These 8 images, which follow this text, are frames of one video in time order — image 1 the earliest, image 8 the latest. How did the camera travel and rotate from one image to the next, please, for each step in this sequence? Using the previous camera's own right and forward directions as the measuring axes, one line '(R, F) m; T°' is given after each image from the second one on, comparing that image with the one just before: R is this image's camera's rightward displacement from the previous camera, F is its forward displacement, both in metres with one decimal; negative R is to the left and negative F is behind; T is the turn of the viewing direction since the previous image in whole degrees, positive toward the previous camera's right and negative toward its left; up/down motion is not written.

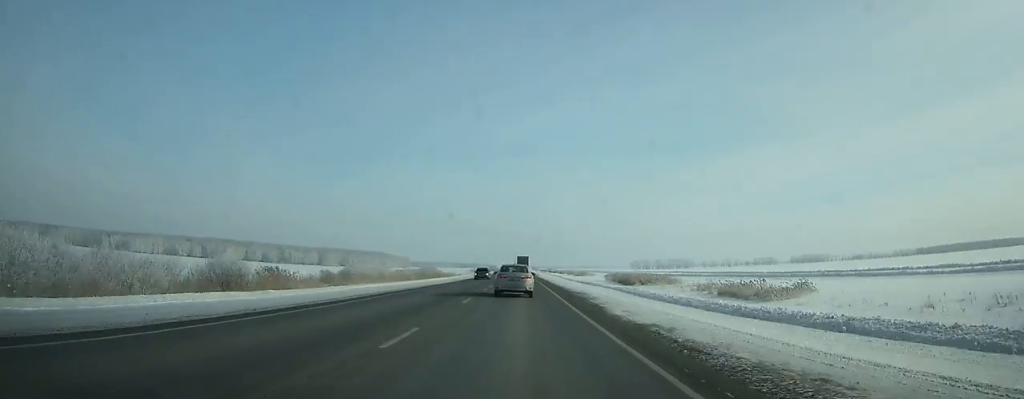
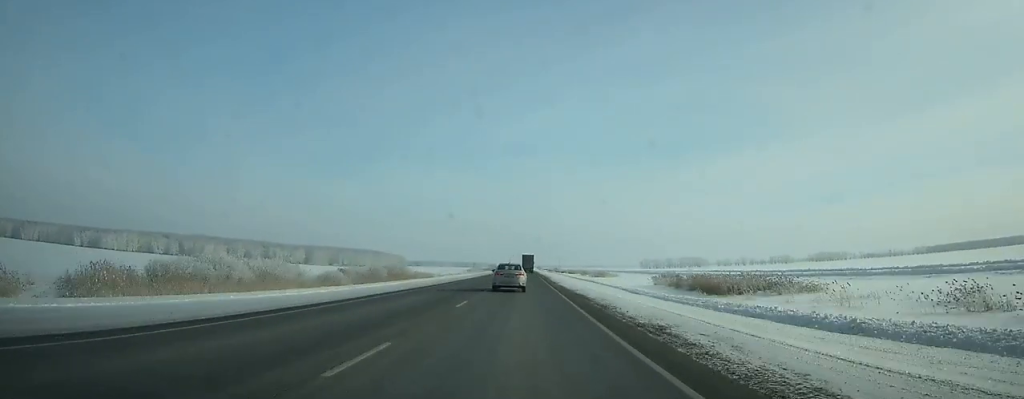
(0.0, +51.2) m; 0°
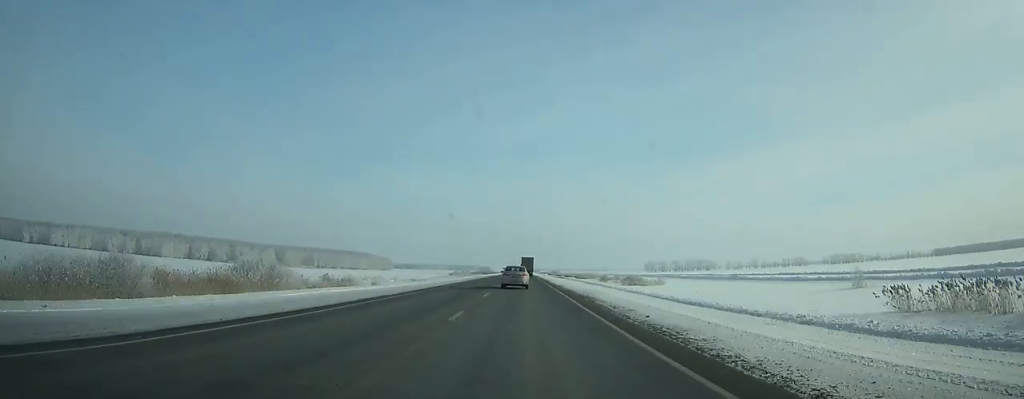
(0.0, +64.3) m; 0°
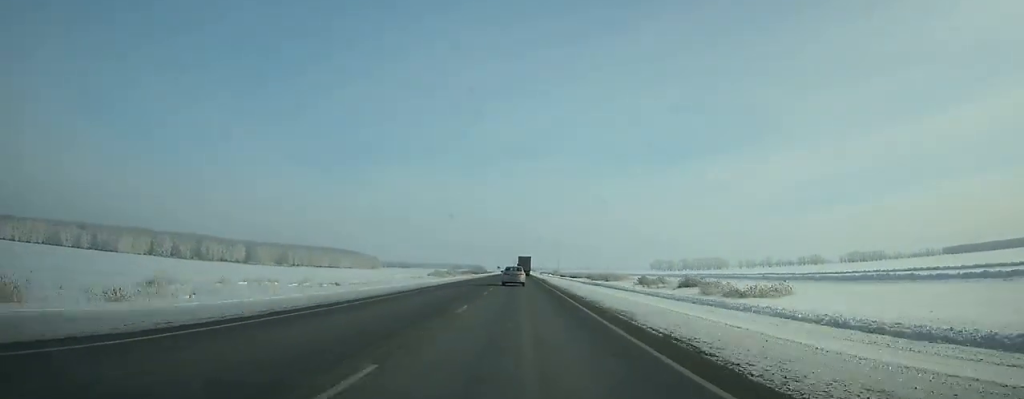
(+0.2, +57.2) m; 0°
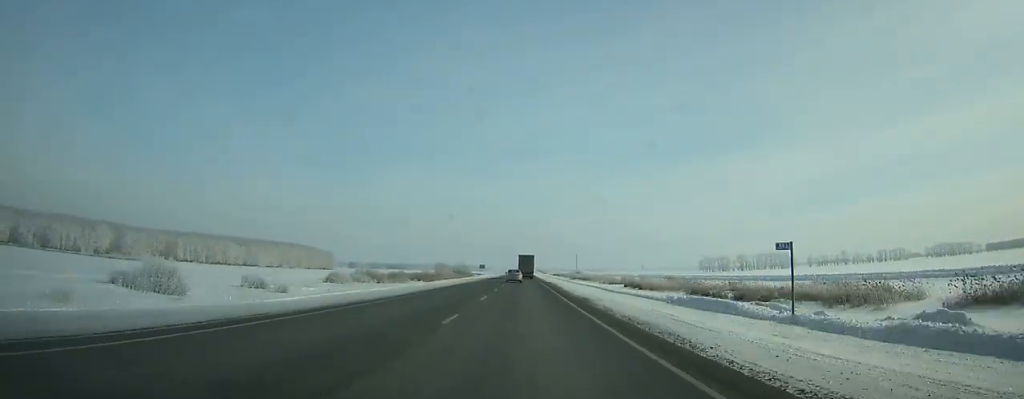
(-0.9, +176.6) m; 0°
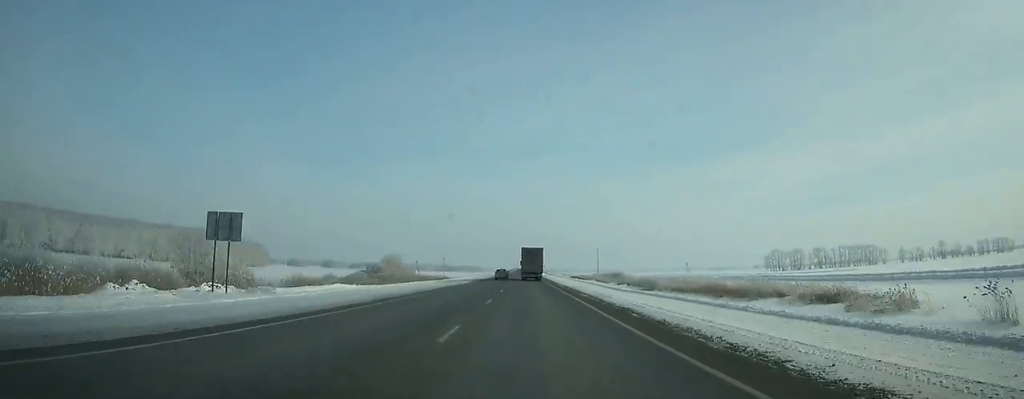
(+0.2, +156.1) m; 0°
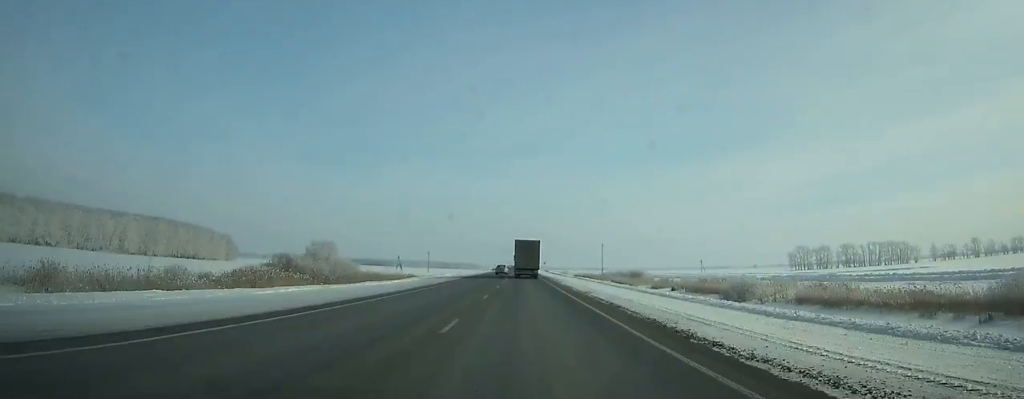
(+0.1, +46.7) m; 0°
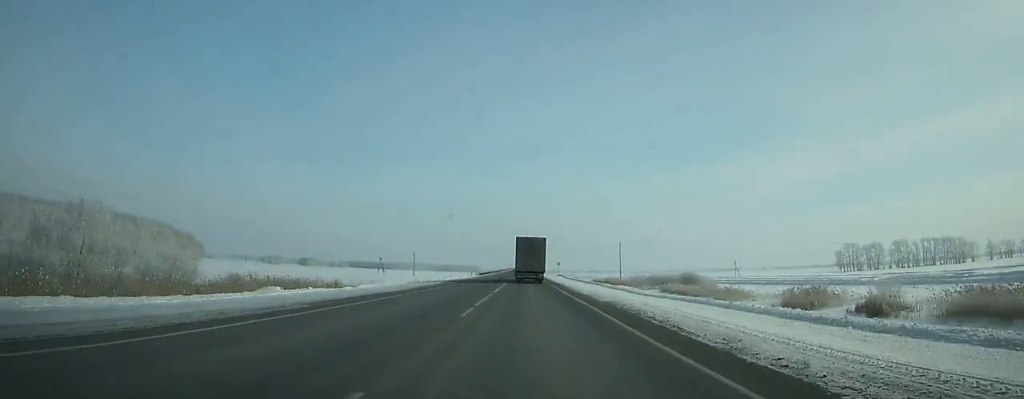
(+0.2, +58.2) m; 0°
